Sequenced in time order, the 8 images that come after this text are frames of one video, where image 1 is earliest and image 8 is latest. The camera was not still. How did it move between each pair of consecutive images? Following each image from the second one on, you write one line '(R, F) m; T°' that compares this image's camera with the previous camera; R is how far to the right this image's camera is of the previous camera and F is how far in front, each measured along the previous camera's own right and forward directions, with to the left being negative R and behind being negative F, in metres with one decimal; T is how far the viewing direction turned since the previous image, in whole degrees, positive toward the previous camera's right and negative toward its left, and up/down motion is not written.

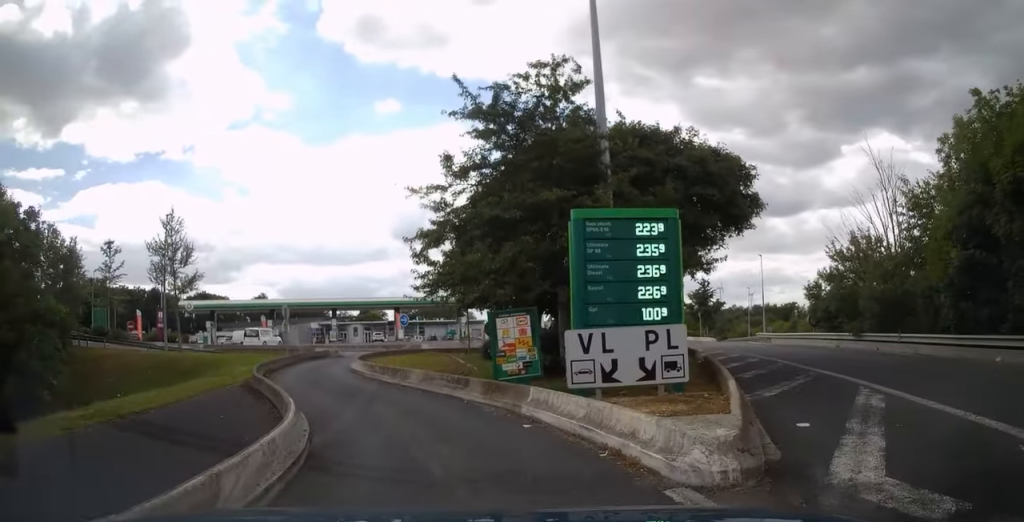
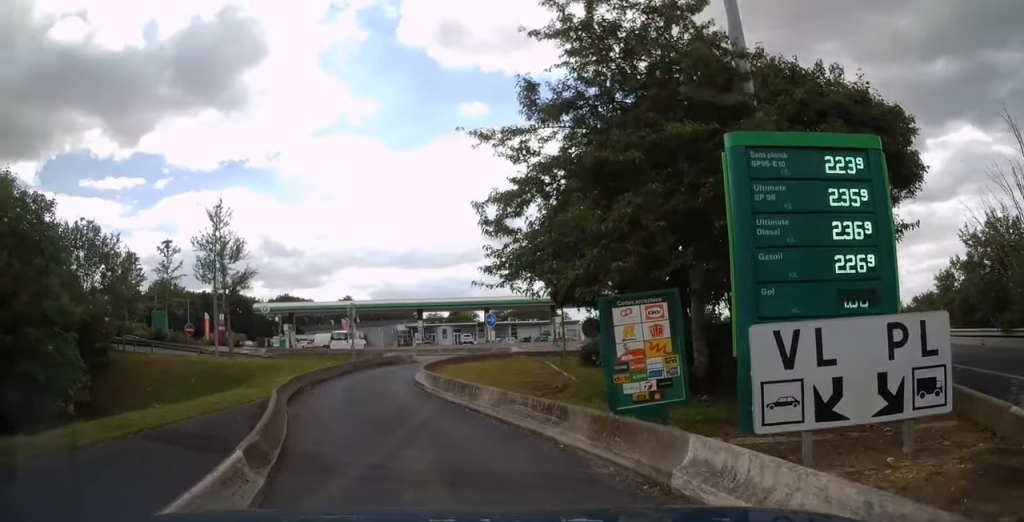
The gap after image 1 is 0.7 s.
(-0.2, +4.1) m; -10°
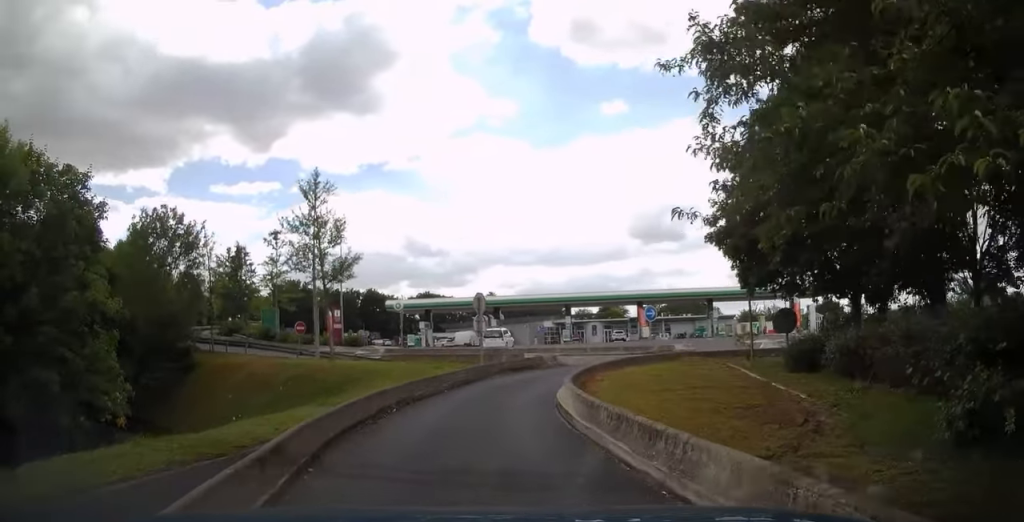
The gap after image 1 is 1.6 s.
(-0.7, +5.0) m; -16°
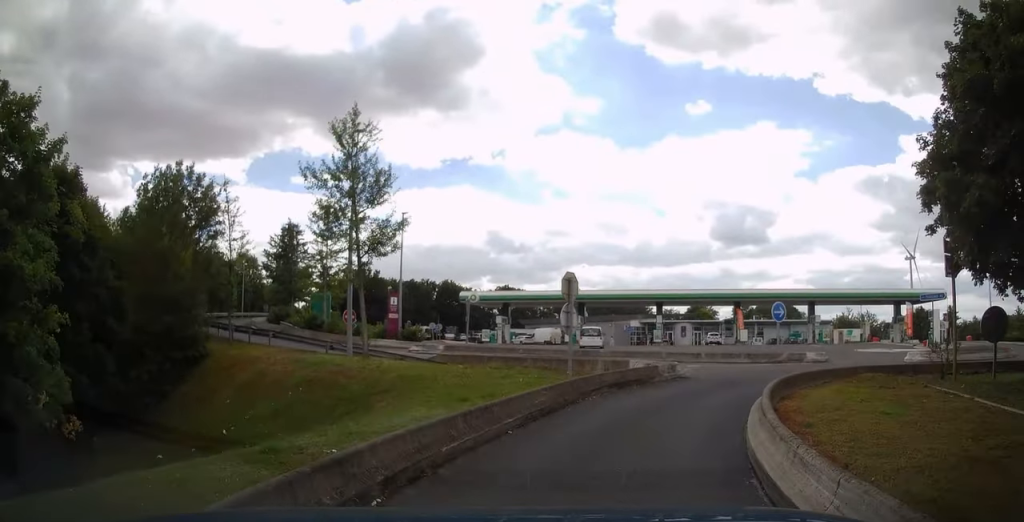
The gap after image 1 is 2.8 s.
(-0.8, +5.9) m; -6°
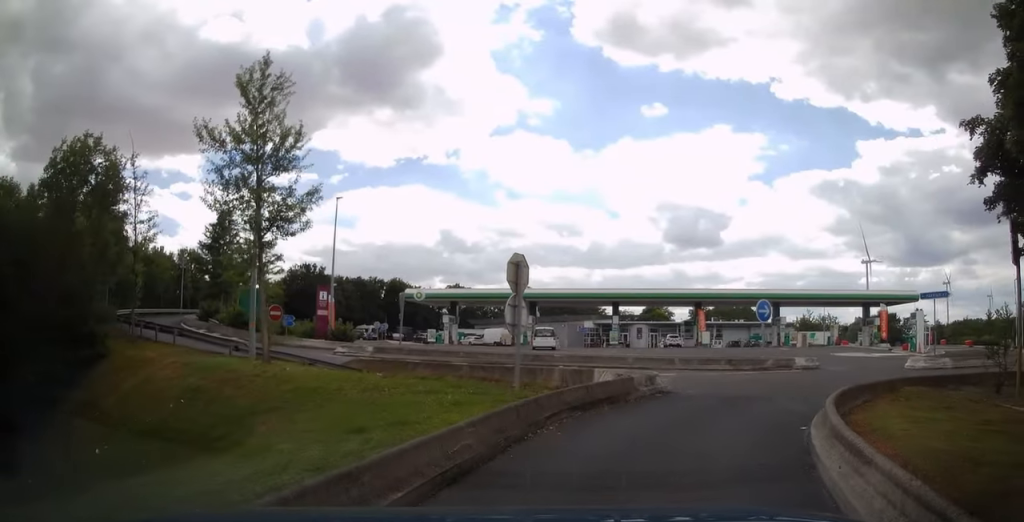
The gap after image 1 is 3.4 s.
(-0.1, +3.5) m; +4°
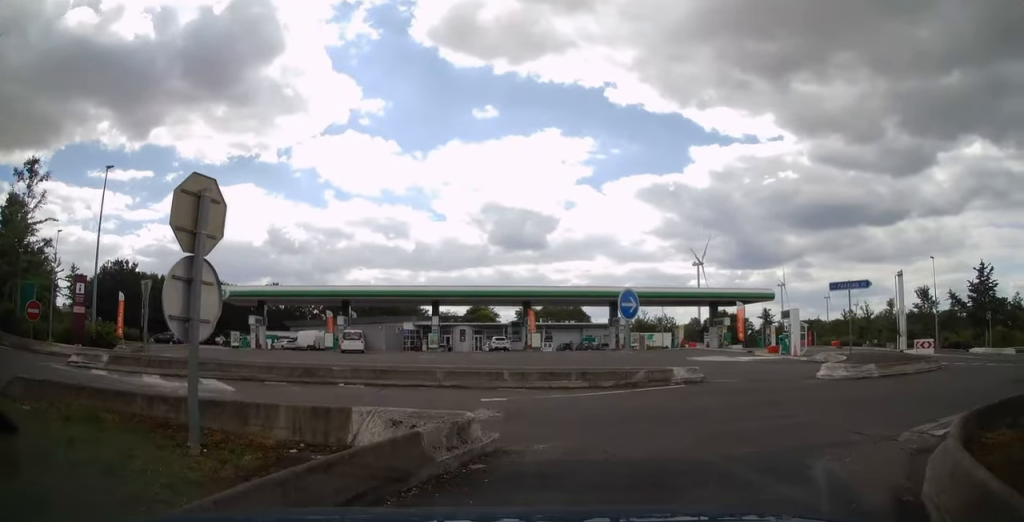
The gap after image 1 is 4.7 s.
(+0.8, +6.1) m; +16°
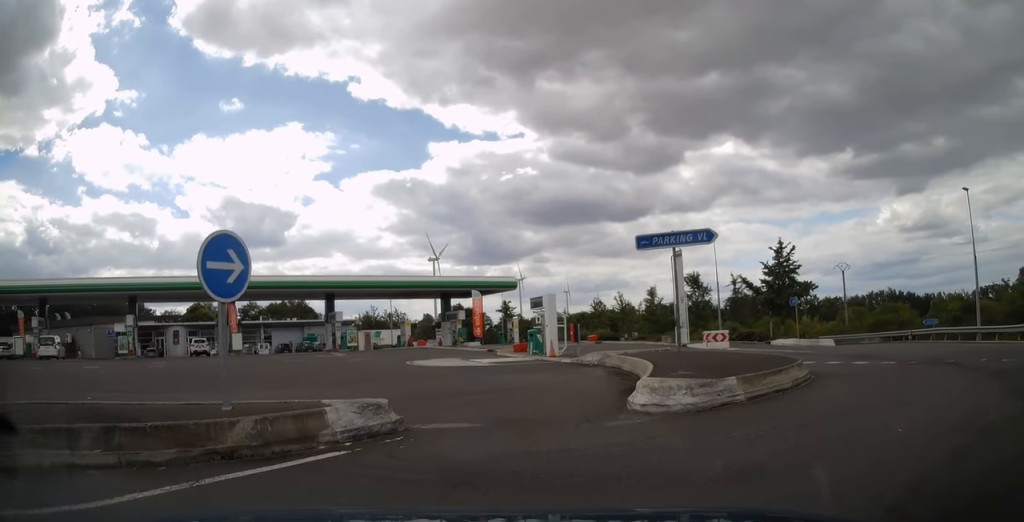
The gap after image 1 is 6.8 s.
(+2.8, +8.9) m; +27°
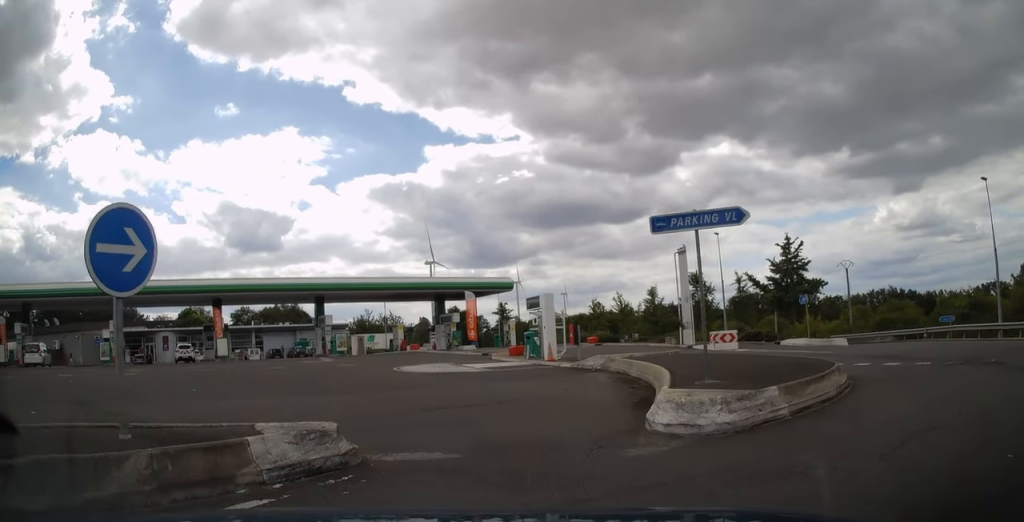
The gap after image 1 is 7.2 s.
(+0.1, +2.1) m; 0°
